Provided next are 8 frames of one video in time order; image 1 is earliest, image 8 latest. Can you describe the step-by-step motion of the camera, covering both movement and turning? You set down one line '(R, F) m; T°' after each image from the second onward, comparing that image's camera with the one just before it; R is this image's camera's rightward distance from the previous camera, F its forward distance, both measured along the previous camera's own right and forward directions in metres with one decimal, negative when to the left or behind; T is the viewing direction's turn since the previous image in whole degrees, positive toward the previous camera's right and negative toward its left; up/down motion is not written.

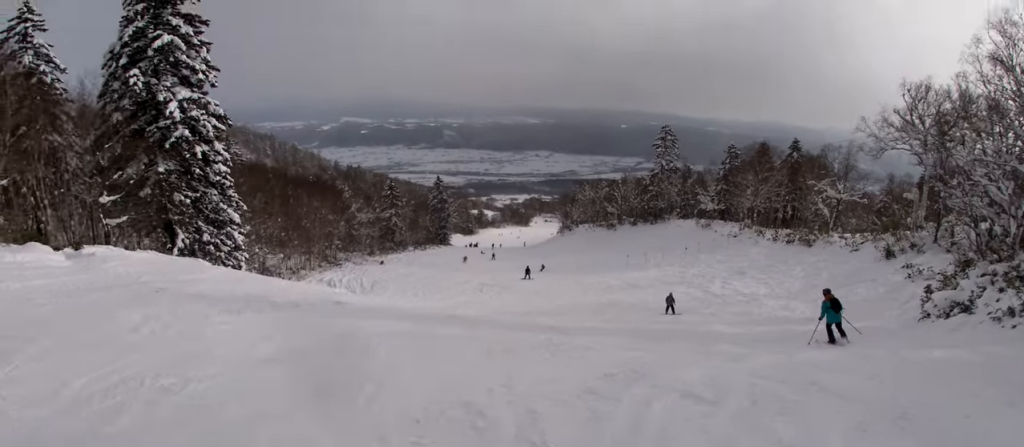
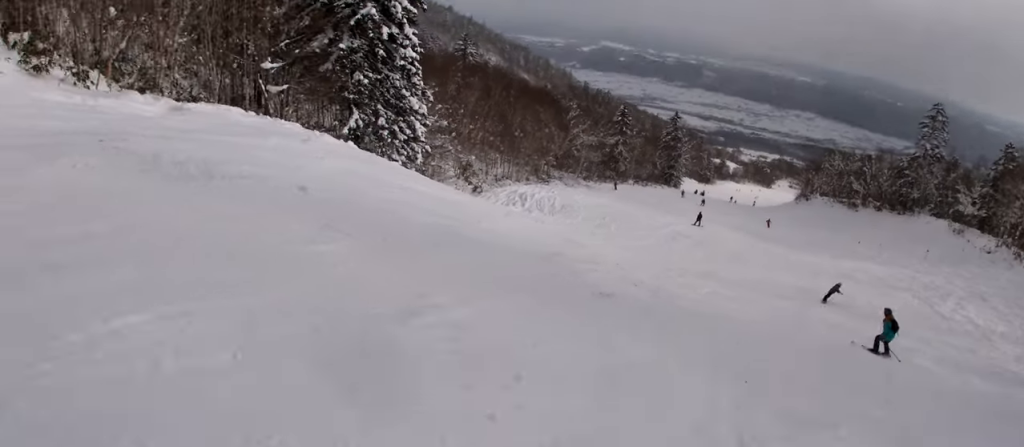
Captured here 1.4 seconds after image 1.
(-1.1, +5.1) m; -46°
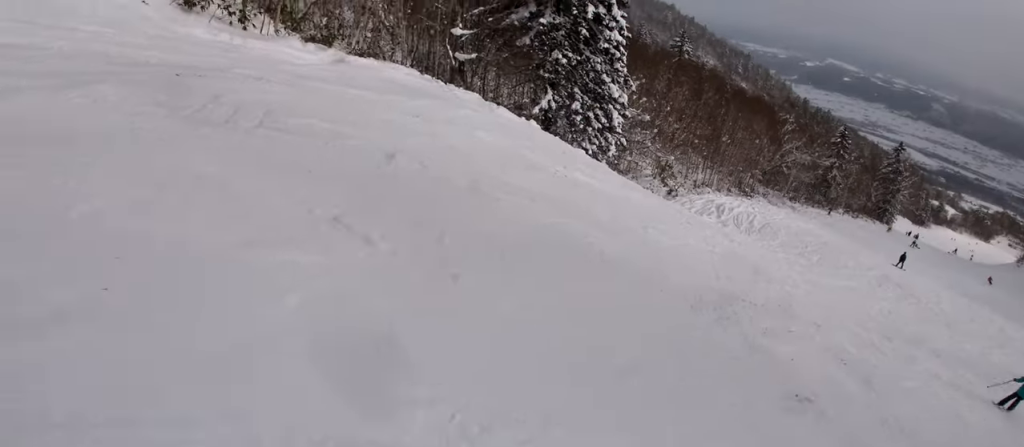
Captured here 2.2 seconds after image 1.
(-1.6, +2.0) m; -19°
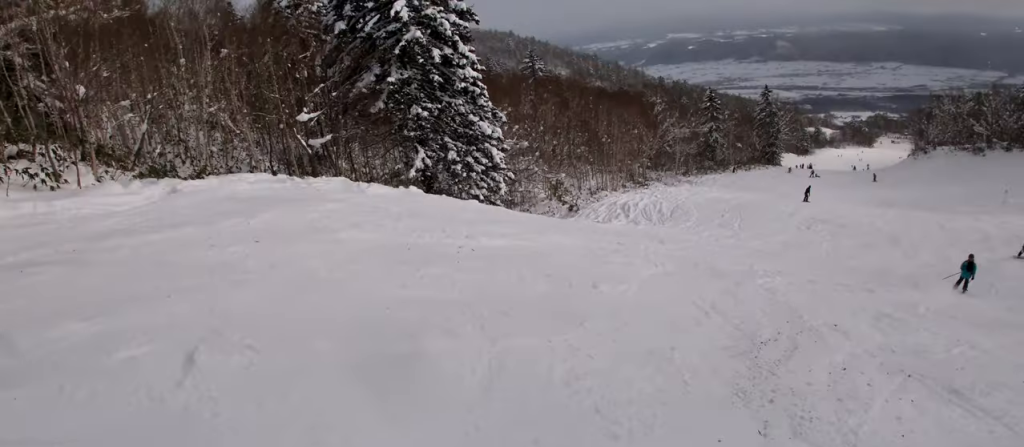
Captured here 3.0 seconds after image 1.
(+0.5, +3.0) m; +13°
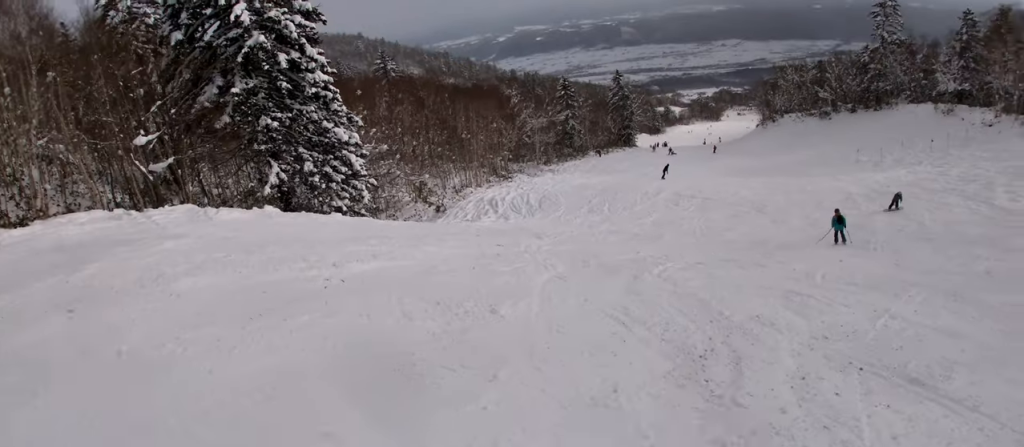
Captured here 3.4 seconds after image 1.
(+0.1, +1.6) m; +9°
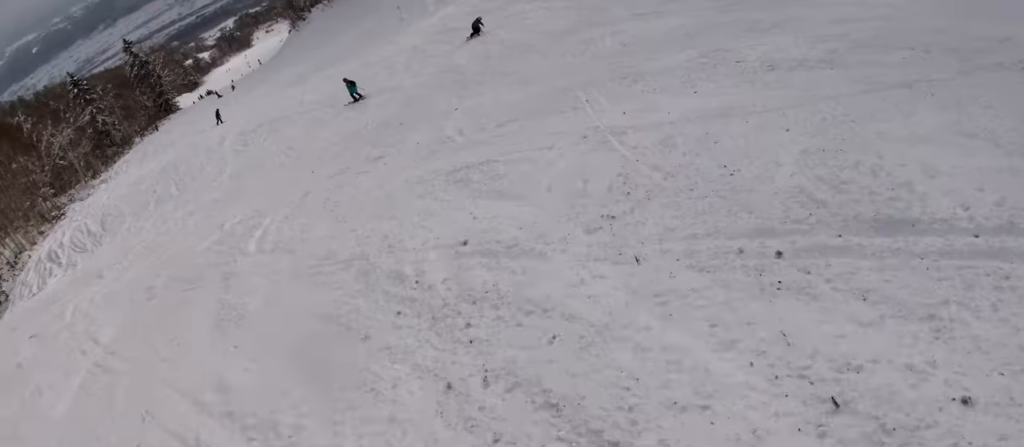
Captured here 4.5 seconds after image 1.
(+0.8, +4.5) m; +18°
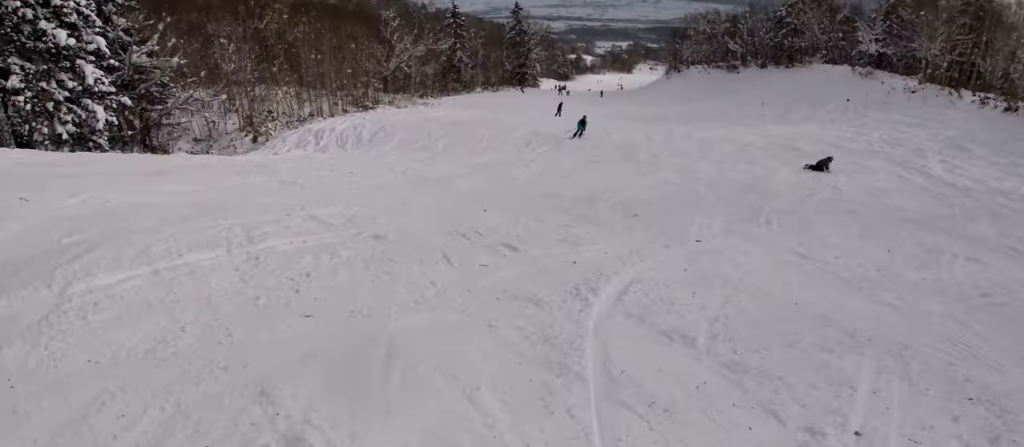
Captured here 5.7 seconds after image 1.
(0.0, +5.9) m; -12°
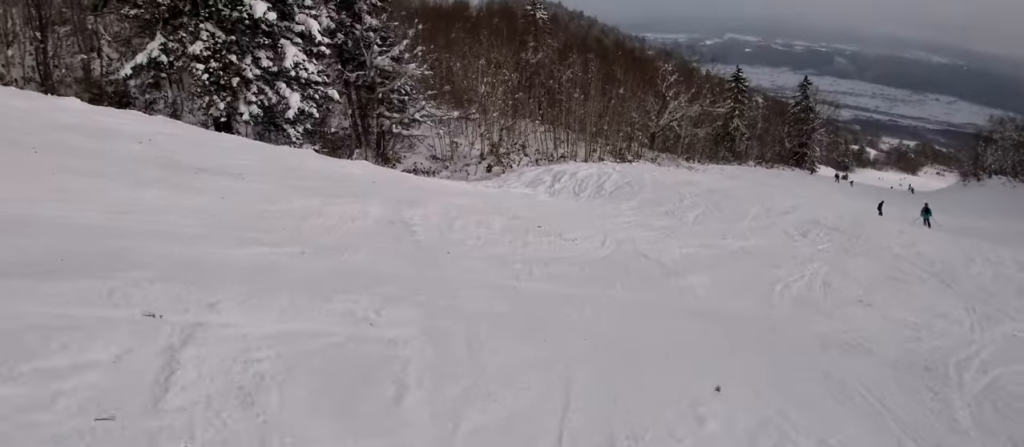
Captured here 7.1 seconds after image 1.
(-1.0, +6.9) m; +4°
